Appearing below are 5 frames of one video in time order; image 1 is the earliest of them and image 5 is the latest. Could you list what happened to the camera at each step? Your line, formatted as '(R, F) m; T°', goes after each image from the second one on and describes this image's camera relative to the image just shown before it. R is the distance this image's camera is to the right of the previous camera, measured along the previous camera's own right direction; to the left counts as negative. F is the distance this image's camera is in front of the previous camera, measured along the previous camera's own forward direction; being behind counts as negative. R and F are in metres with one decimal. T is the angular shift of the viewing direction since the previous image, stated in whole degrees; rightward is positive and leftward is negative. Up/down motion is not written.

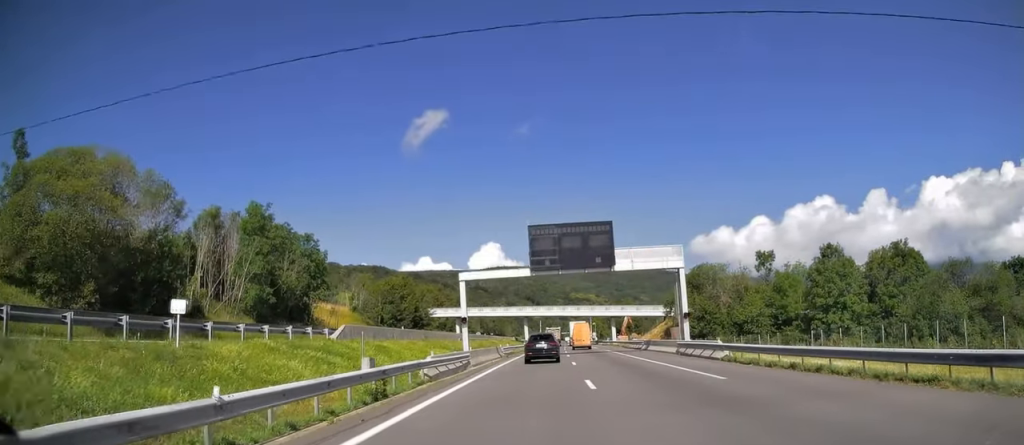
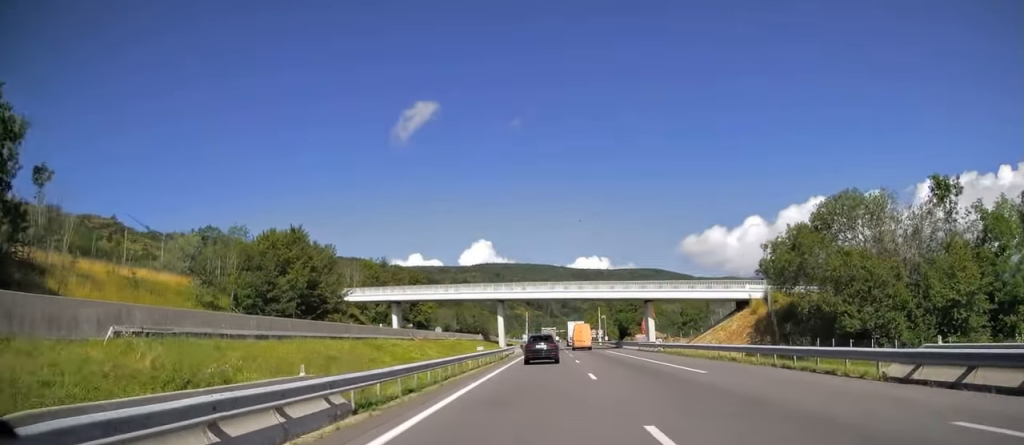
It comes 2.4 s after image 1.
(+0.6, +48.6) m; +2°
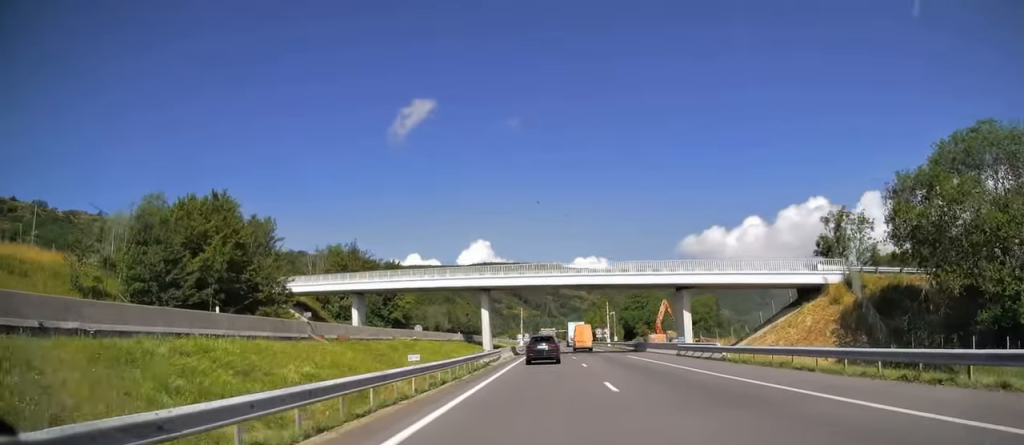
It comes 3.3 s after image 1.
(+0.1, +17.3) m; 0°
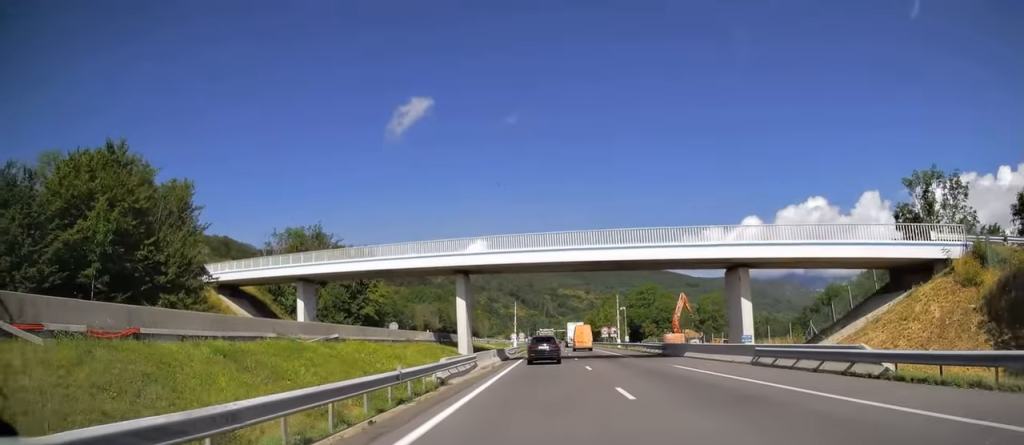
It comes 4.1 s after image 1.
(0.0, +14.9) m; 0°
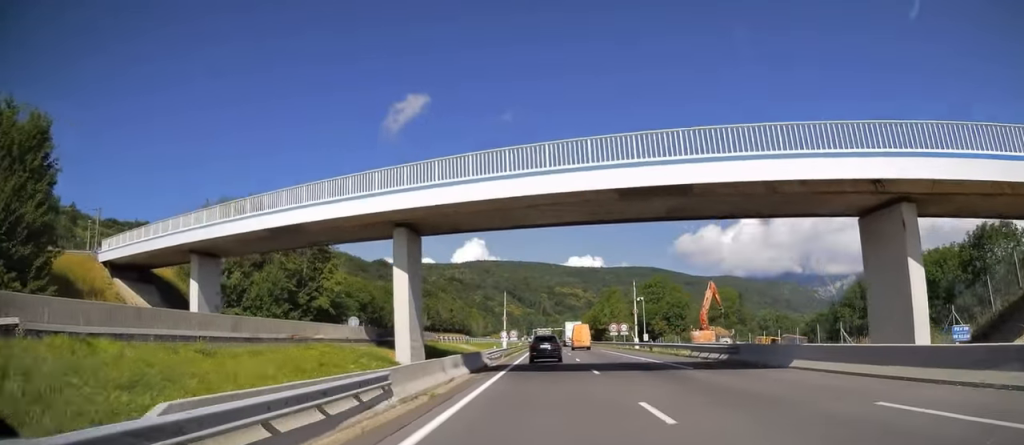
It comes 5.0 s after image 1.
(0.0, +16.9) m; 0°
